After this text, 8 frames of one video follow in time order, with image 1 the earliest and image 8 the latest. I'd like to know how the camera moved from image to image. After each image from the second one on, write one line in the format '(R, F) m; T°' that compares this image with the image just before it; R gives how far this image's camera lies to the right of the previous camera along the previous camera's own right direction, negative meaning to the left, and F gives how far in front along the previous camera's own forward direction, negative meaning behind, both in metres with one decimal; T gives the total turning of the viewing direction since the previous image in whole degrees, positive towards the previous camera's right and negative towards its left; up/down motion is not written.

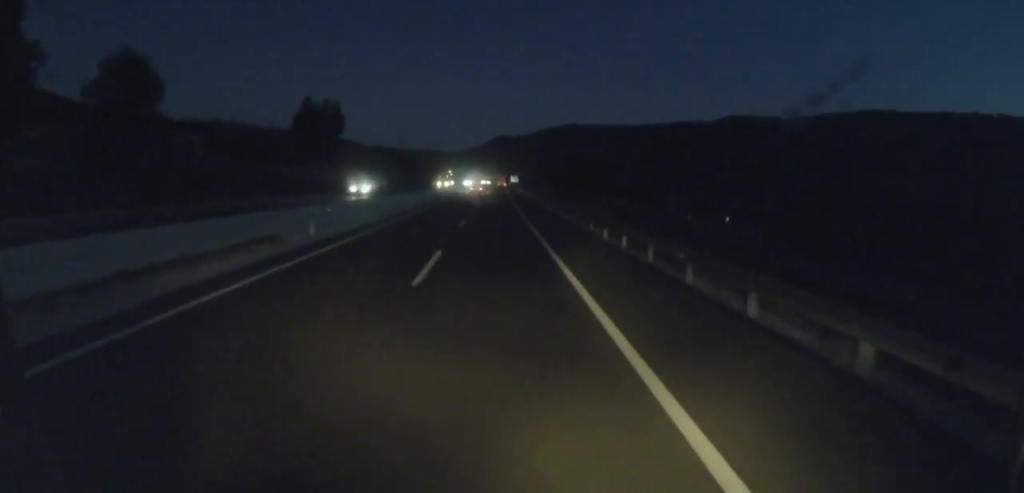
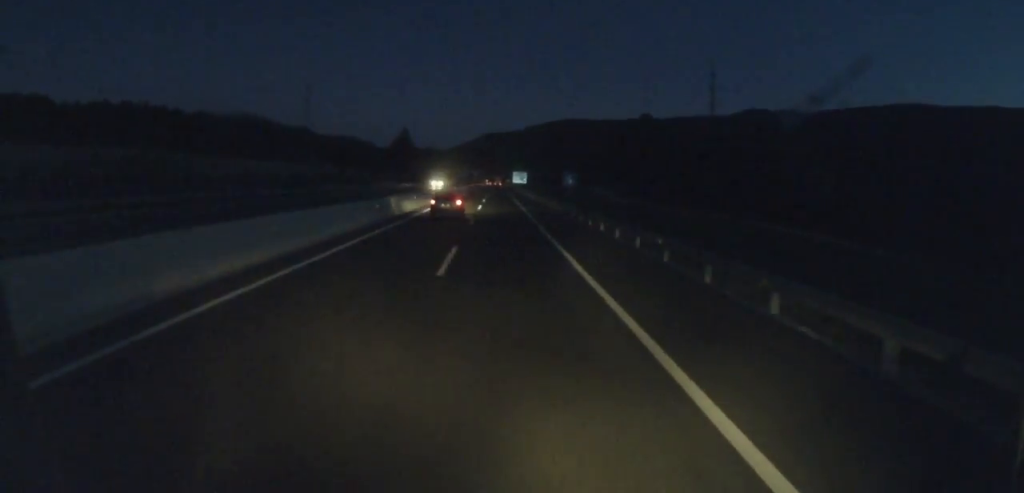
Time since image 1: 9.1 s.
(+0.6, +180.4) m; 0°
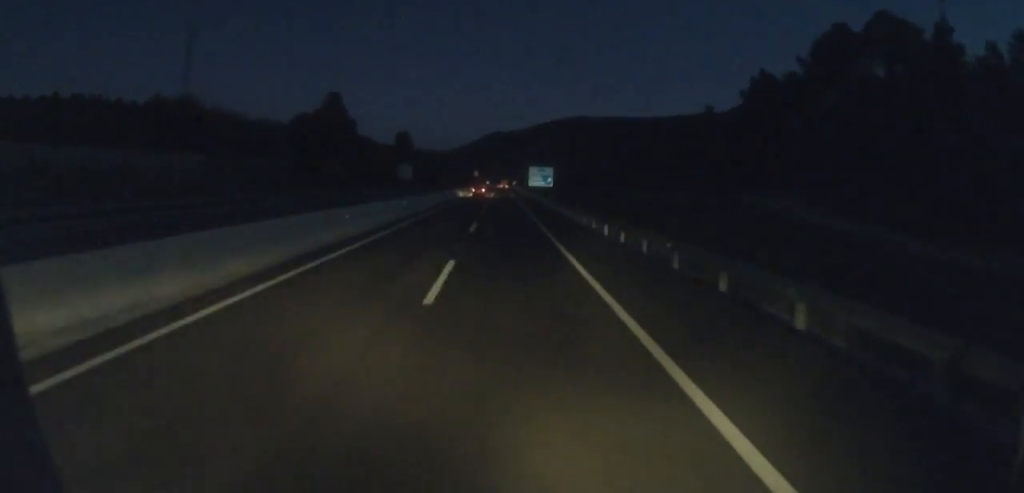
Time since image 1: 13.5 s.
(+0.4, +89.6) m; +1°
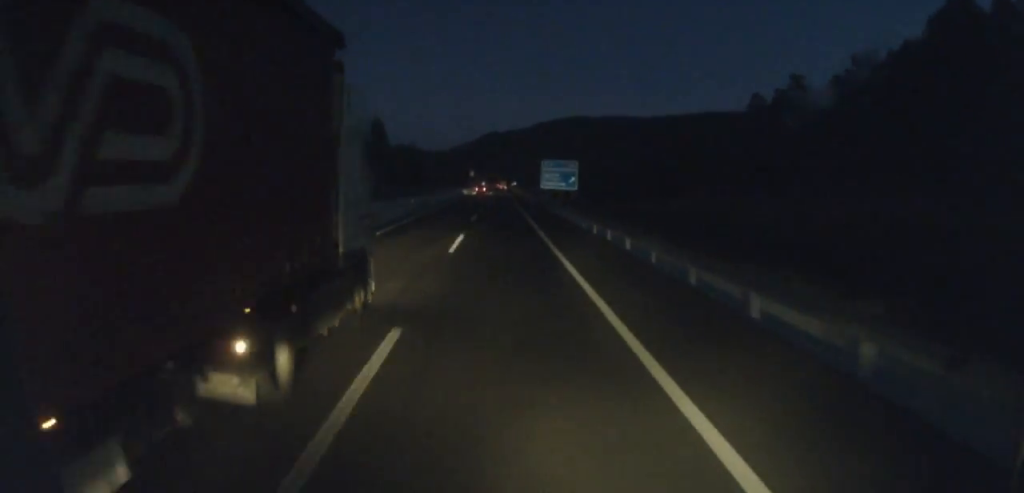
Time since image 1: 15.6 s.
(+0.2, +44.4) m; 0°
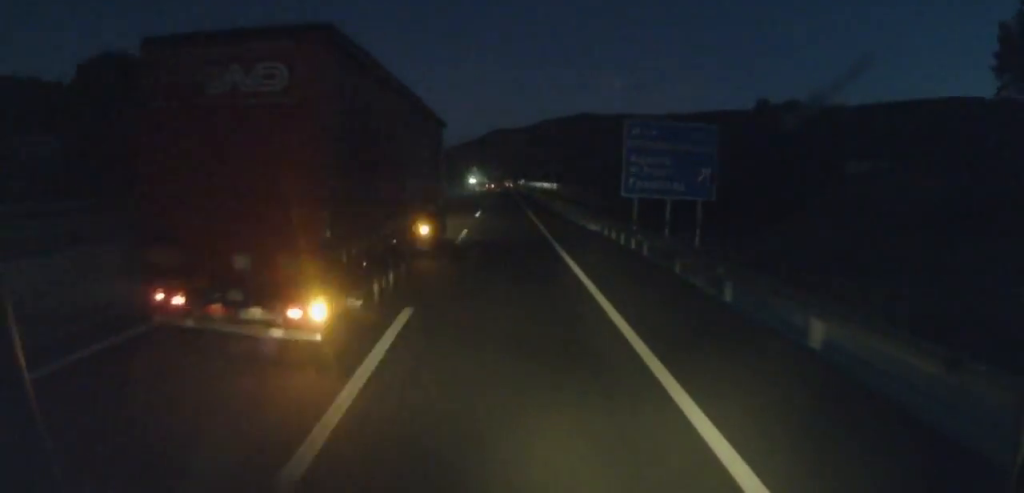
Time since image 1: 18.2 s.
(+0.6, +53.7) m; 0°
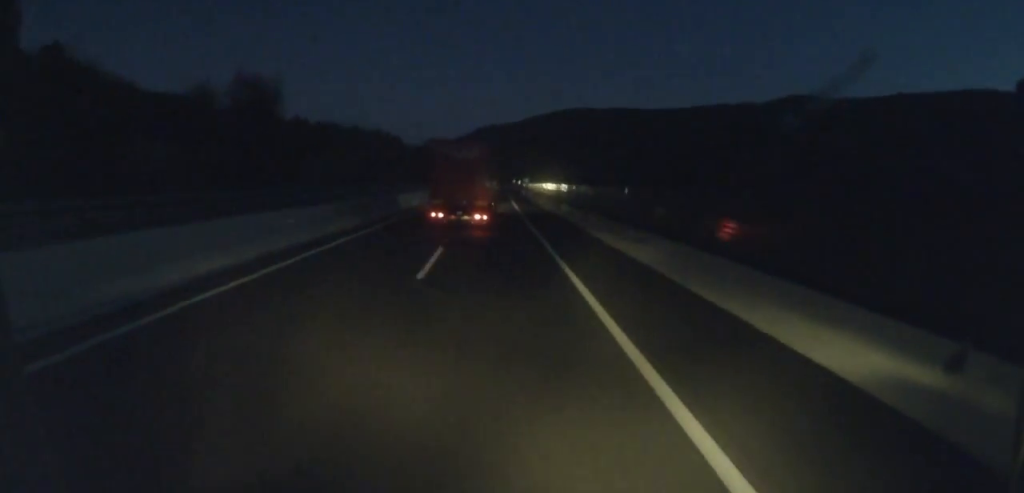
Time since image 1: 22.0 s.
(-0.4, +83.9) m; +1°
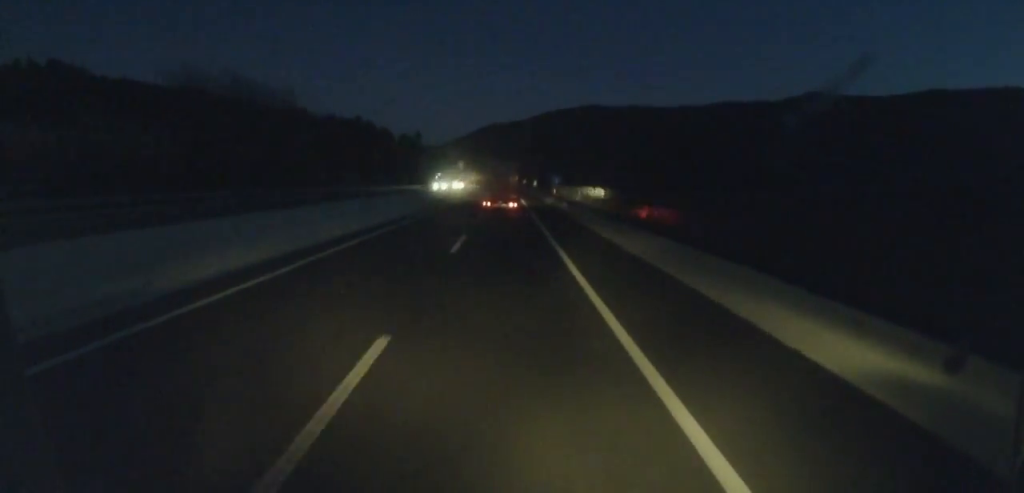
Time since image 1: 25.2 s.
(+1.2, +70.2) m; +1°
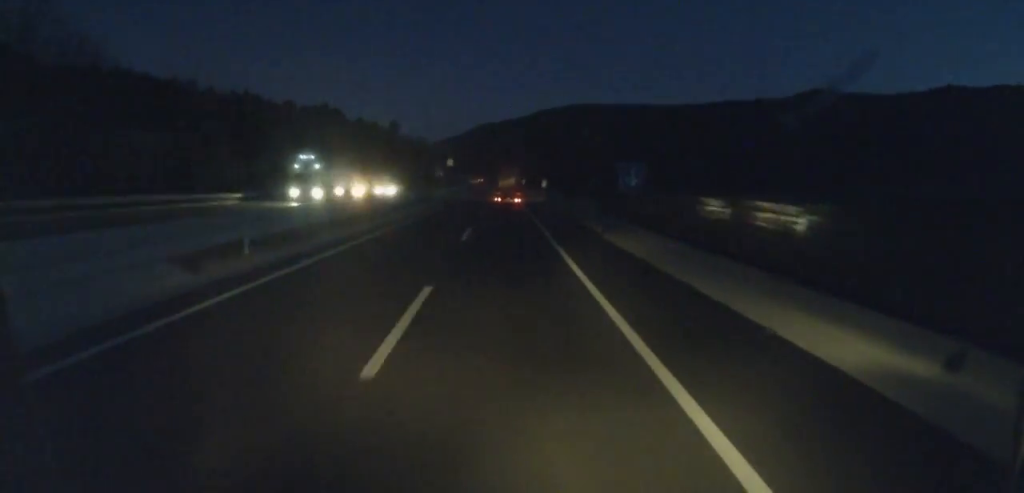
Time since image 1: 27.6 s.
(+0.4, +52.2) m; 0°
